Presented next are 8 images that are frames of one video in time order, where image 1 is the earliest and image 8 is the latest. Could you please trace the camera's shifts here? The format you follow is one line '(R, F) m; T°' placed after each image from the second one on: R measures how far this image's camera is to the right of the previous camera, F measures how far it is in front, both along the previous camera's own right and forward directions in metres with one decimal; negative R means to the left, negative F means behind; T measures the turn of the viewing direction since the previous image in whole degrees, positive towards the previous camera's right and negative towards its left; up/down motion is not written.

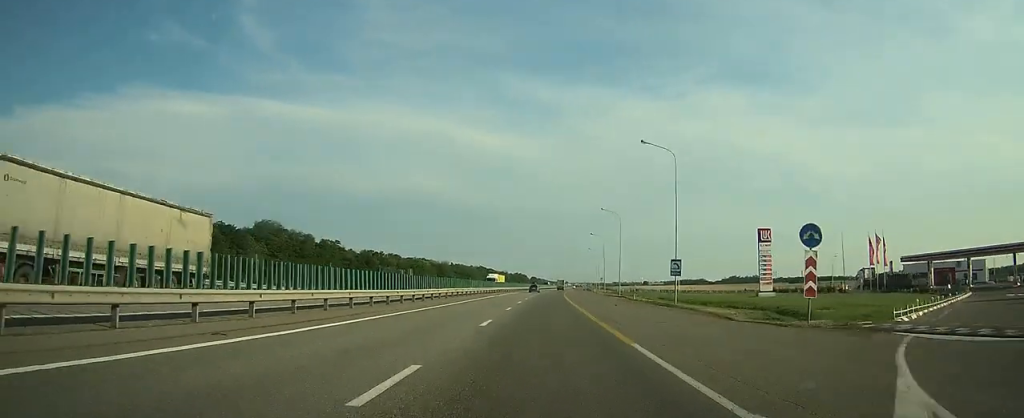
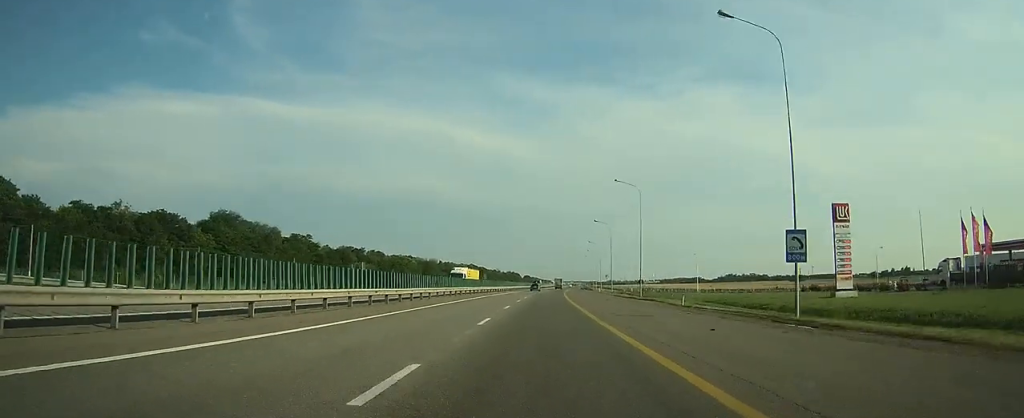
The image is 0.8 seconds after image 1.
(+0.5, +24.1) m; +1°
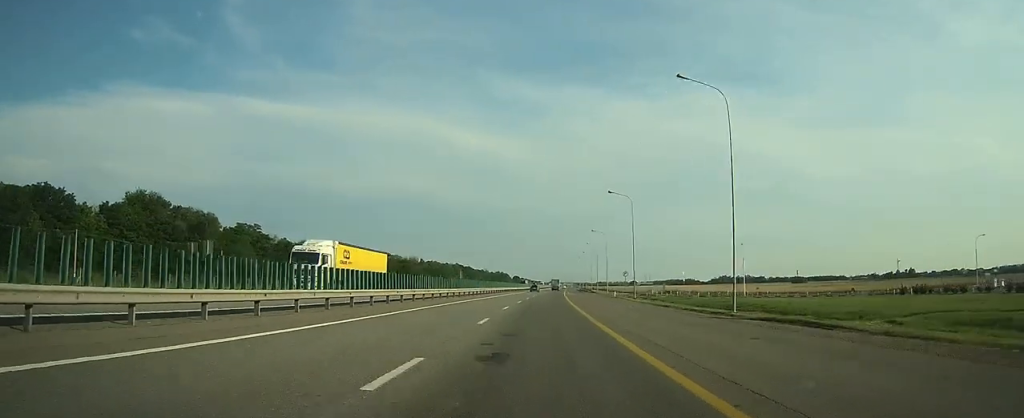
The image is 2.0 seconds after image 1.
(+0.3, +35.4) m; +1°
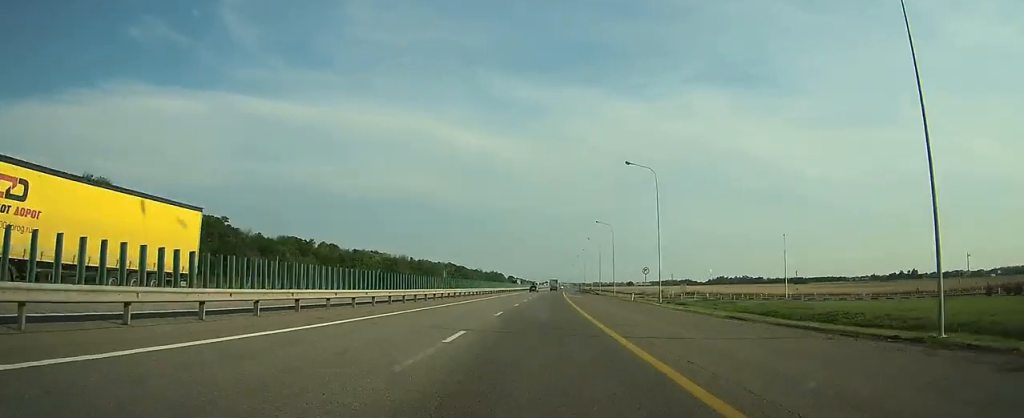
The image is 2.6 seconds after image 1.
(0.0, +18.2) m; 0°
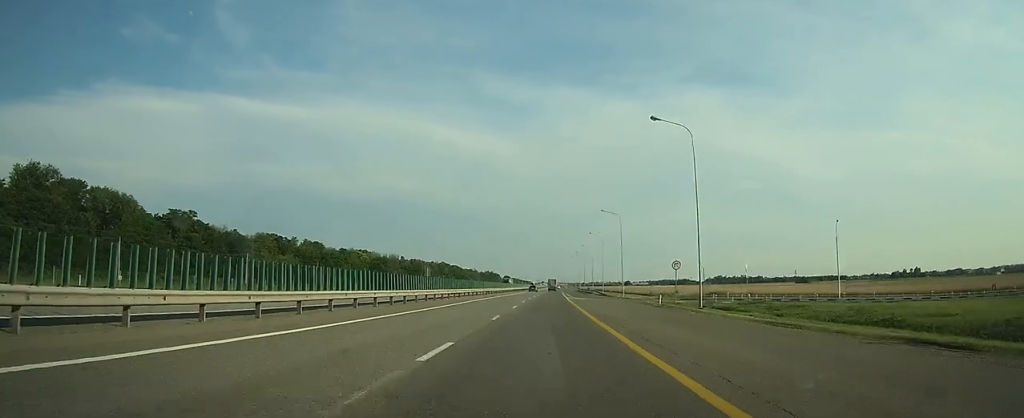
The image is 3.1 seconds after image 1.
(0.0, +15.2) m; 0°
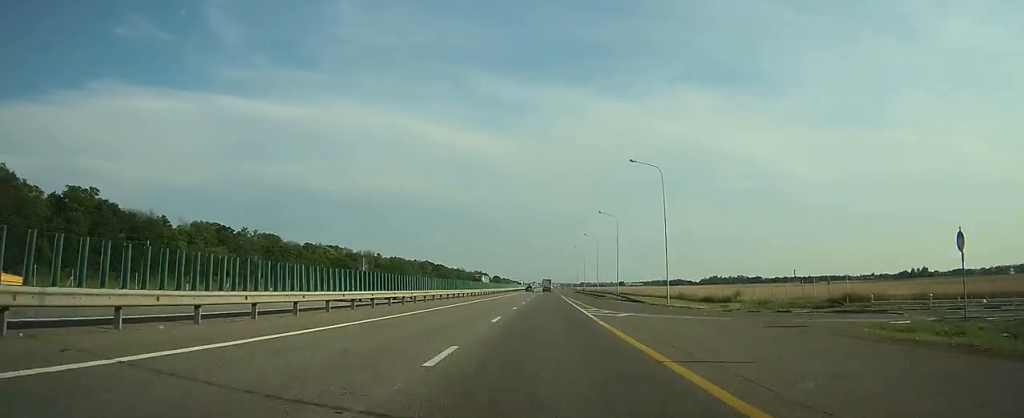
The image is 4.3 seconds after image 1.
(+0.2, +36.6) m; +1°
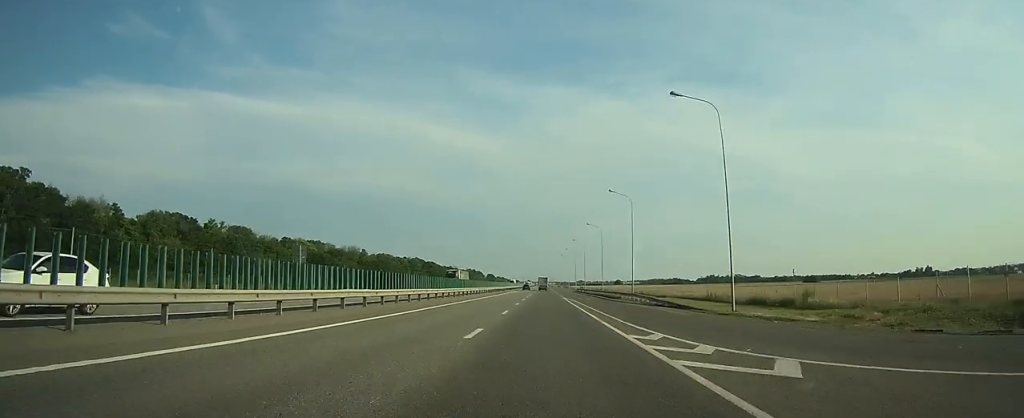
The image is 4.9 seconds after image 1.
(+0.1, +19.3) m; 0°
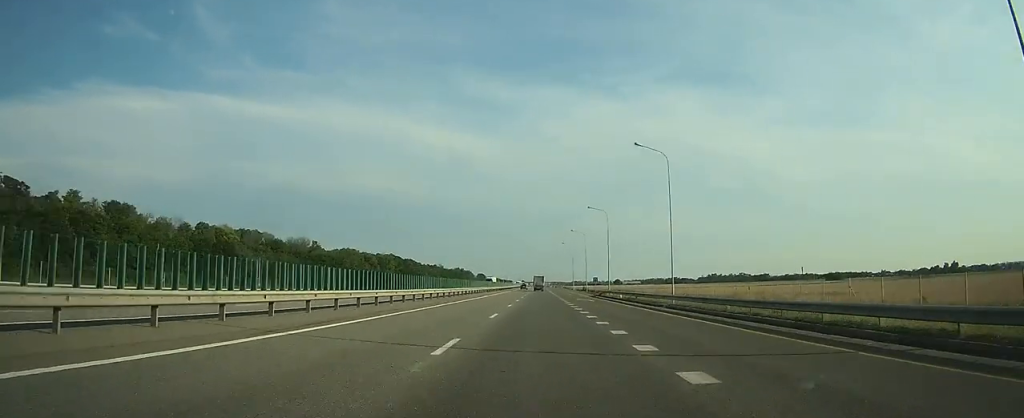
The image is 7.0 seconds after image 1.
(+0.5, +63.4) m; +1°
